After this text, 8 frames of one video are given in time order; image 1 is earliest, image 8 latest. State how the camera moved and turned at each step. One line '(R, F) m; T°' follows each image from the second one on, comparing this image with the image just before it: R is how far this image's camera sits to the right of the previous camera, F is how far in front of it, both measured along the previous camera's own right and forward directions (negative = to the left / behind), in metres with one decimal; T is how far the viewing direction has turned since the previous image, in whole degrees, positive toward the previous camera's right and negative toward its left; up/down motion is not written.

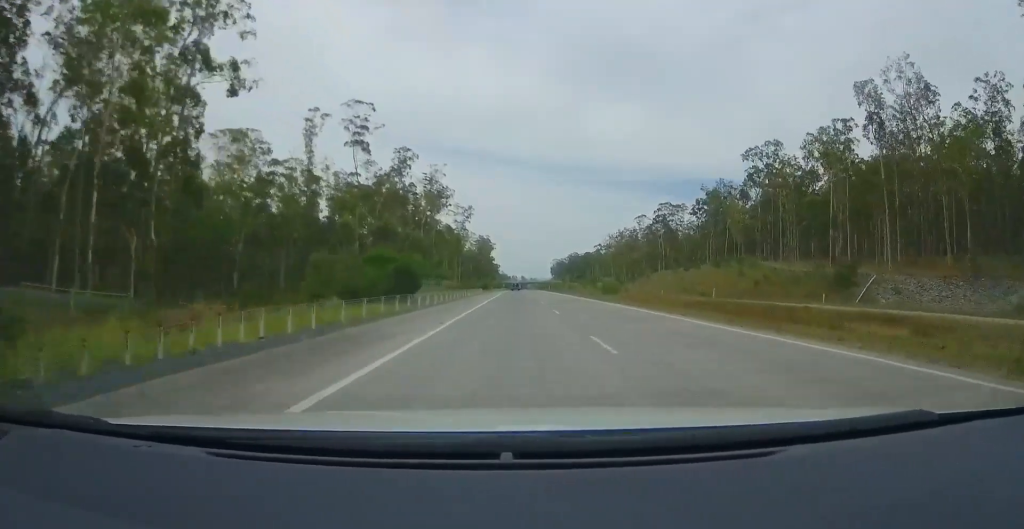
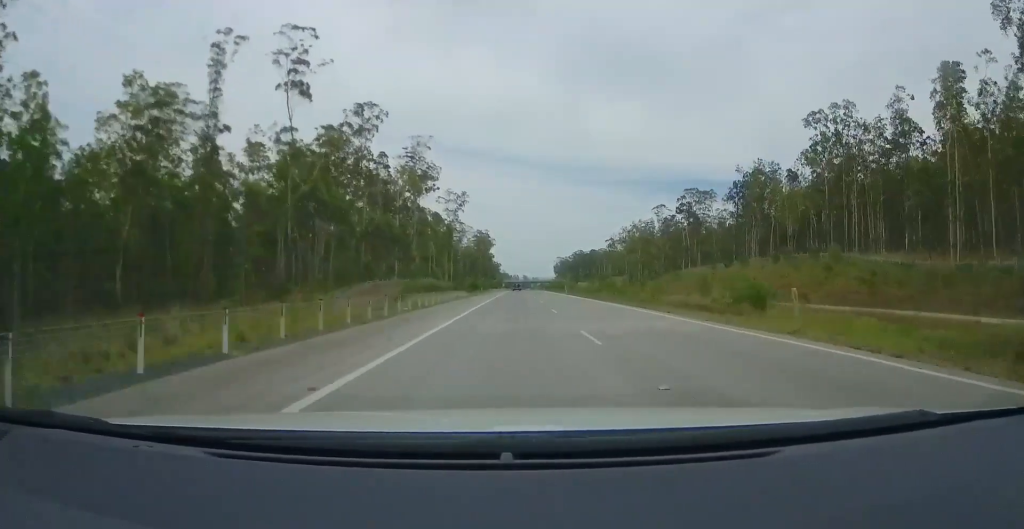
(-0.1, +34.0) m; -1°
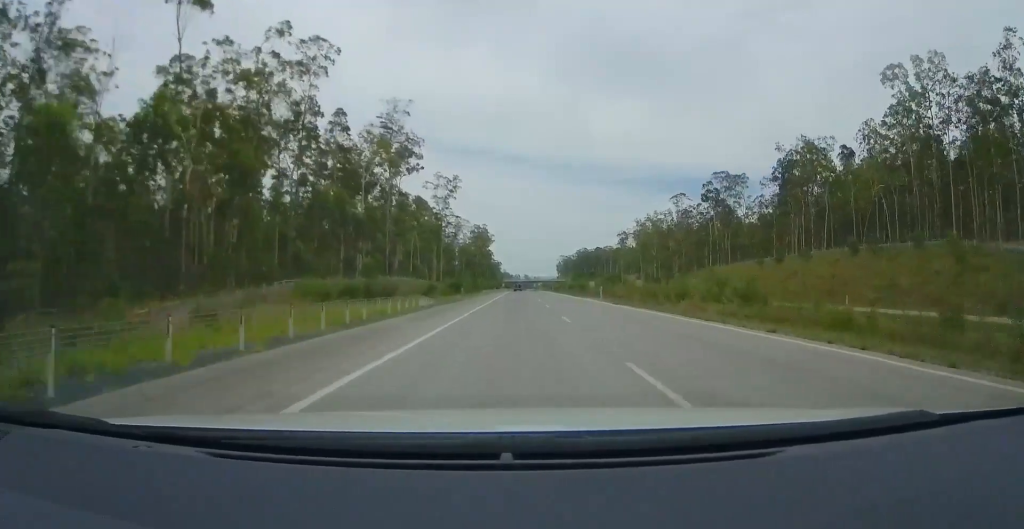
(-0.2, +29.1) m; -1°
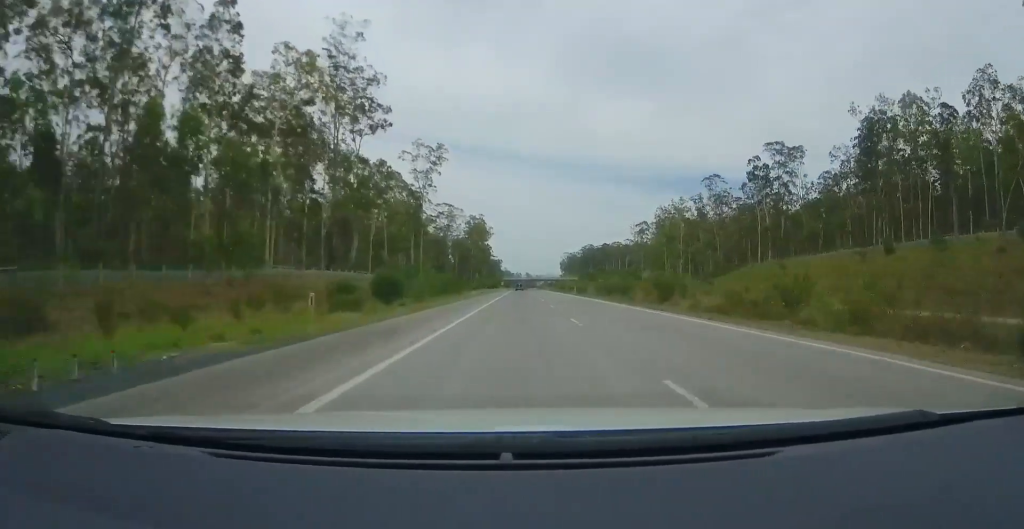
(-0.4, +37.7) m; -1°
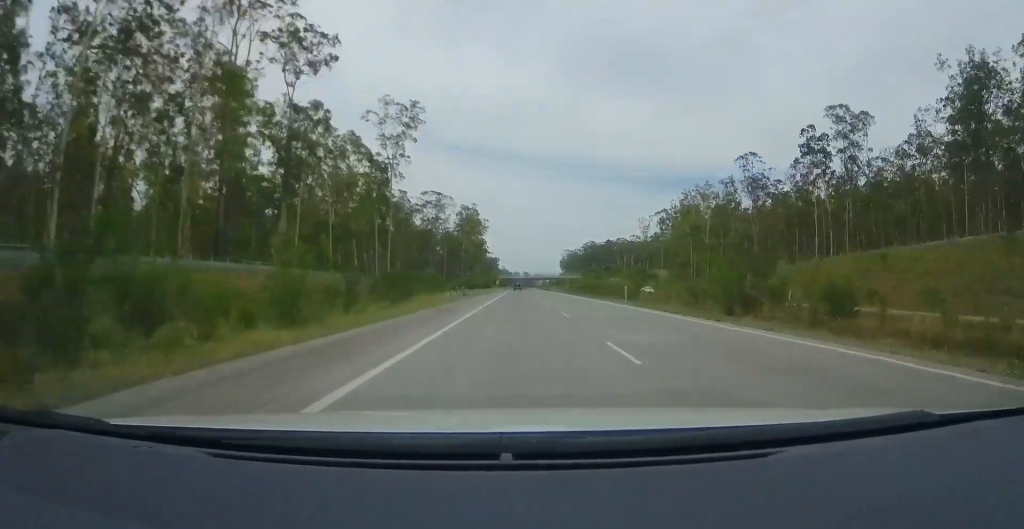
(0.0, +31.7) m; 0°
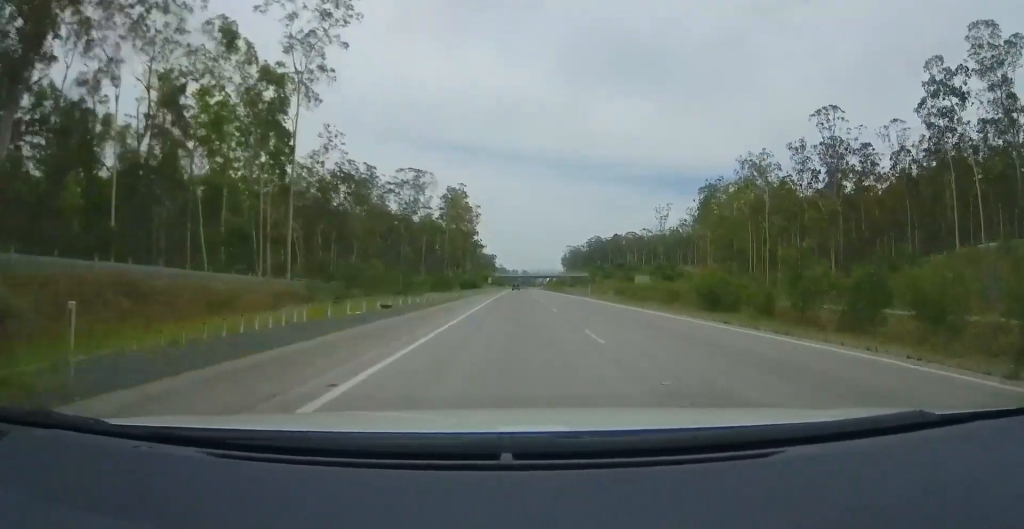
(0.0, +45.2) m; 0°
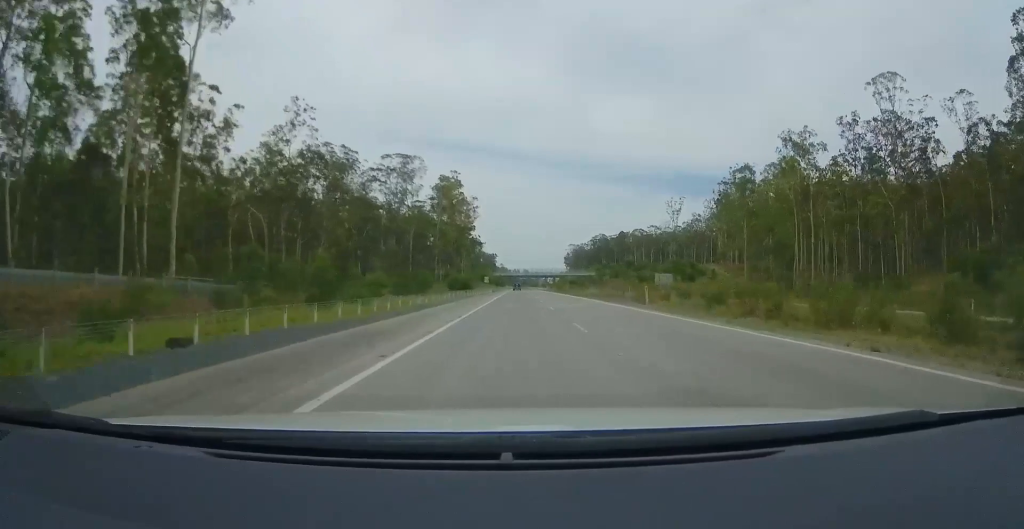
(-0.1, +20.8) m; +1°
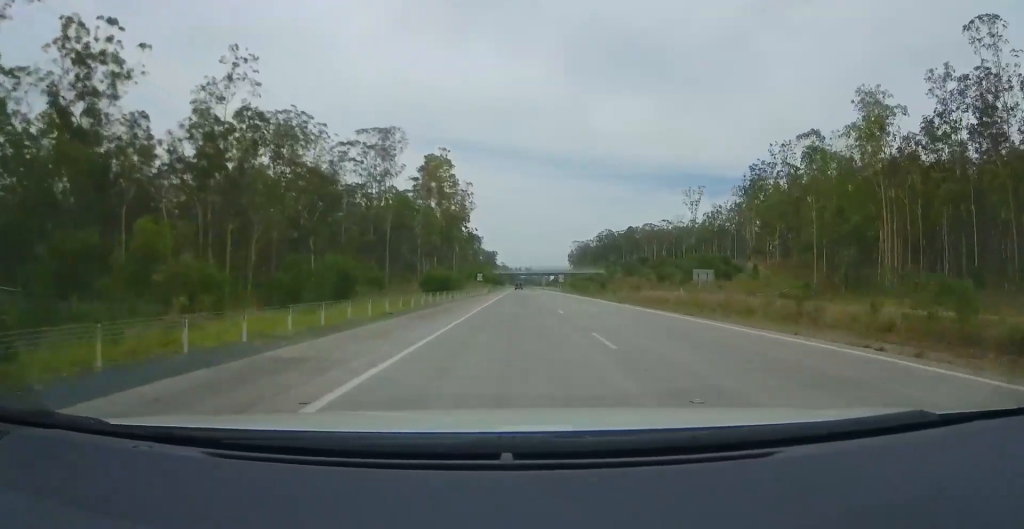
(+0.7, +28.1) m; 0°
